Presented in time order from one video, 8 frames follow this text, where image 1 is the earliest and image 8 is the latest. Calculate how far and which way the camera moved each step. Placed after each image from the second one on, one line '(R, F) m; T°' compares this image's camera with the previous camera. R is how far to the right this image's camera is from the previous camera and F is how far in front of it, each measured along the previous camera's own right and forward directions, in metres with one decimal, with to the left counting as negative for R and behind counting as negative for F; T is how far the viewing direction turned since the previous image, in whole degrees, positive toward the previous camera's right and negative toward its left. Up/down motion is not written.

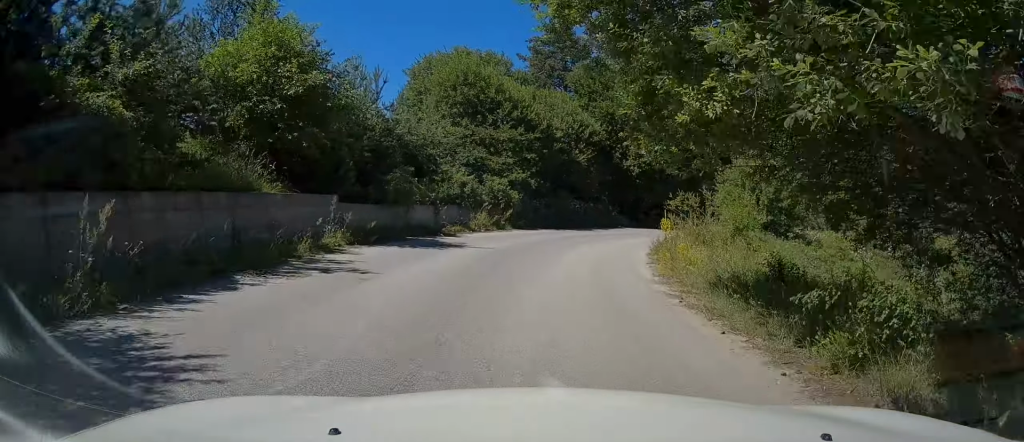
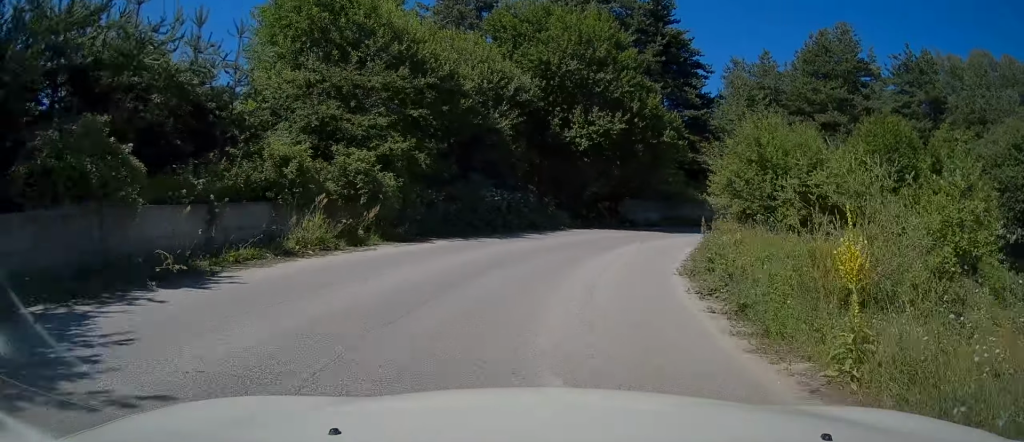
(+0.6, +12.3) m; +8°
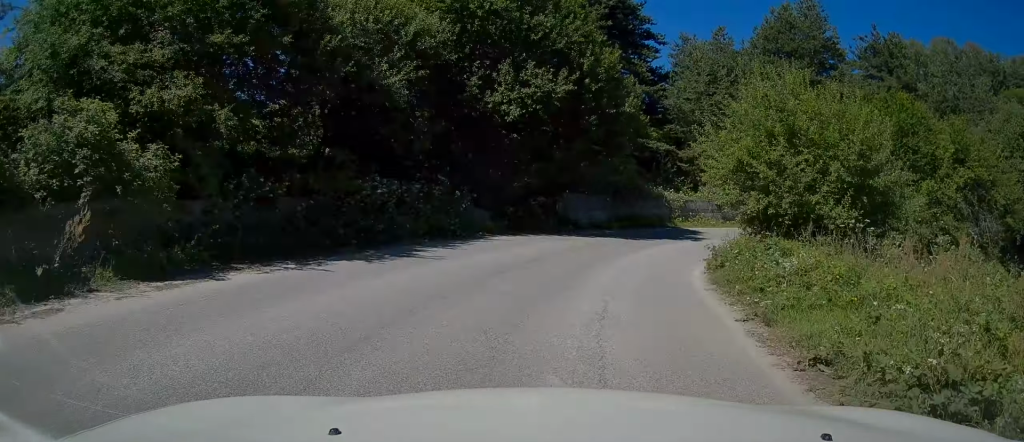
(+0.3, +7.8) m; +8°
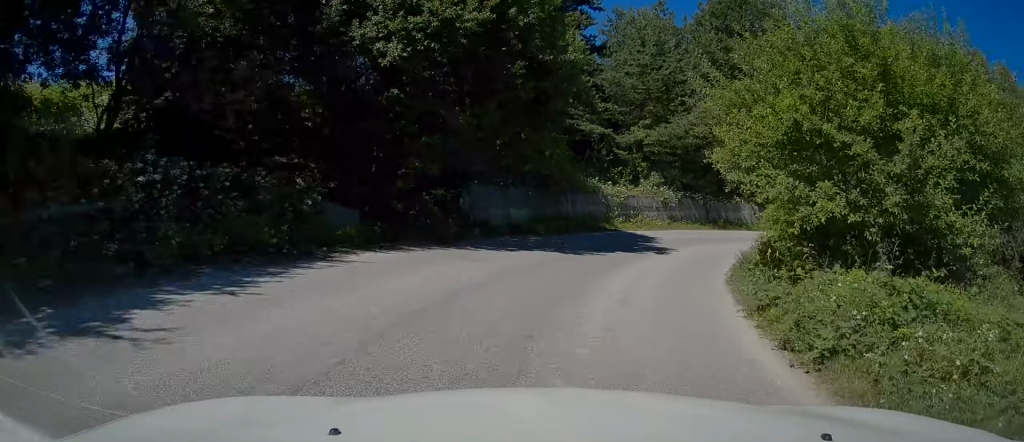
(+0.4, +6.6) m; +10°
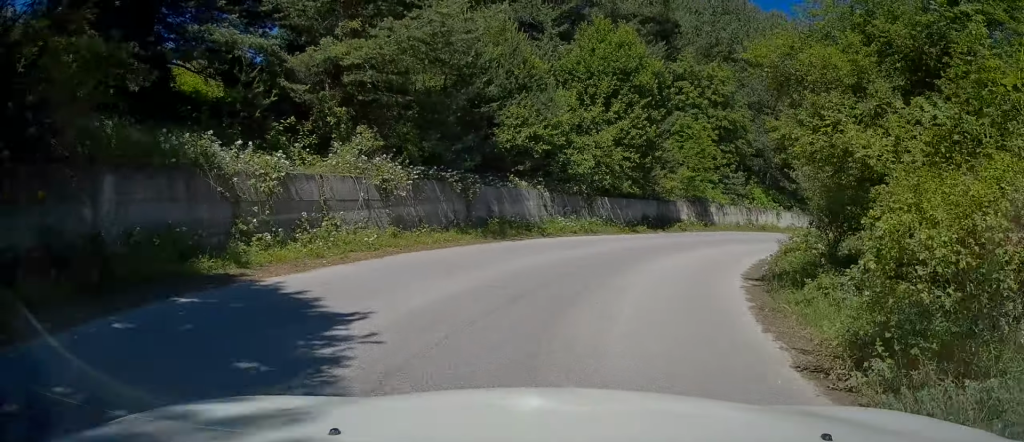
(+3.3, +14.8) m; +22°
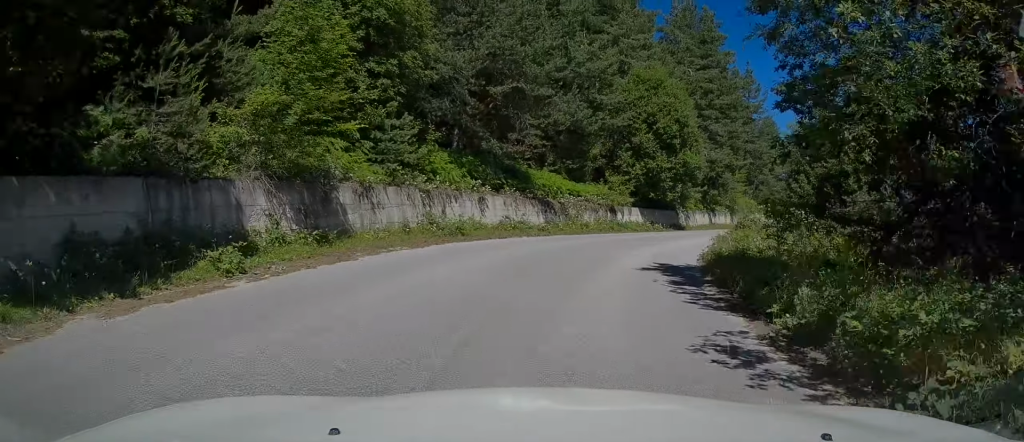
(+4.8, +20.8) m; +25°
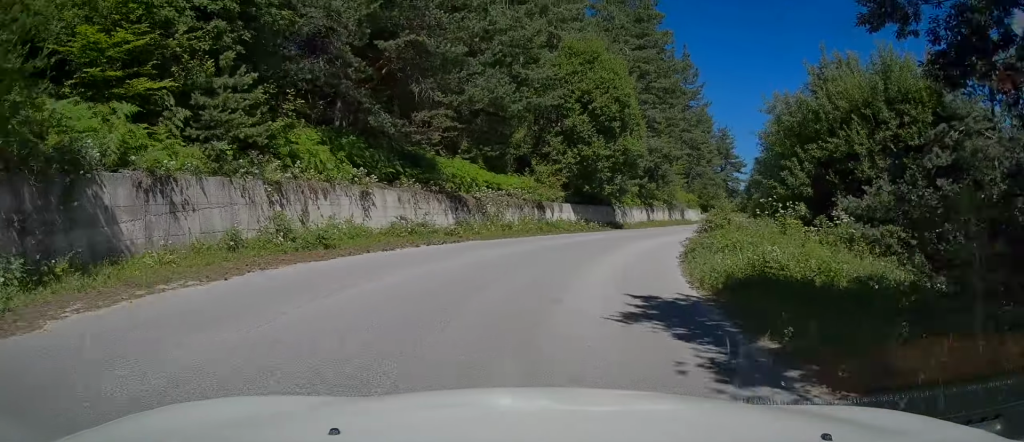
(+0.4, +6.3) m; +6°
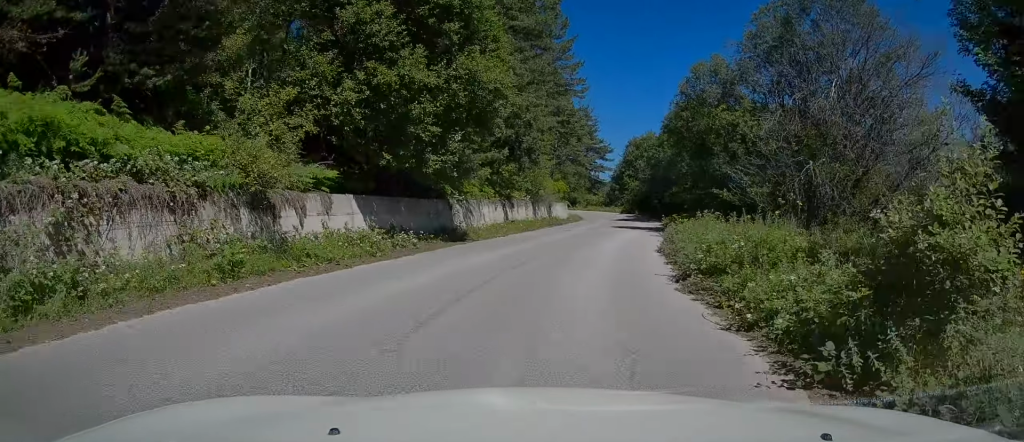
(+2.2, +17.4) m; +13°
